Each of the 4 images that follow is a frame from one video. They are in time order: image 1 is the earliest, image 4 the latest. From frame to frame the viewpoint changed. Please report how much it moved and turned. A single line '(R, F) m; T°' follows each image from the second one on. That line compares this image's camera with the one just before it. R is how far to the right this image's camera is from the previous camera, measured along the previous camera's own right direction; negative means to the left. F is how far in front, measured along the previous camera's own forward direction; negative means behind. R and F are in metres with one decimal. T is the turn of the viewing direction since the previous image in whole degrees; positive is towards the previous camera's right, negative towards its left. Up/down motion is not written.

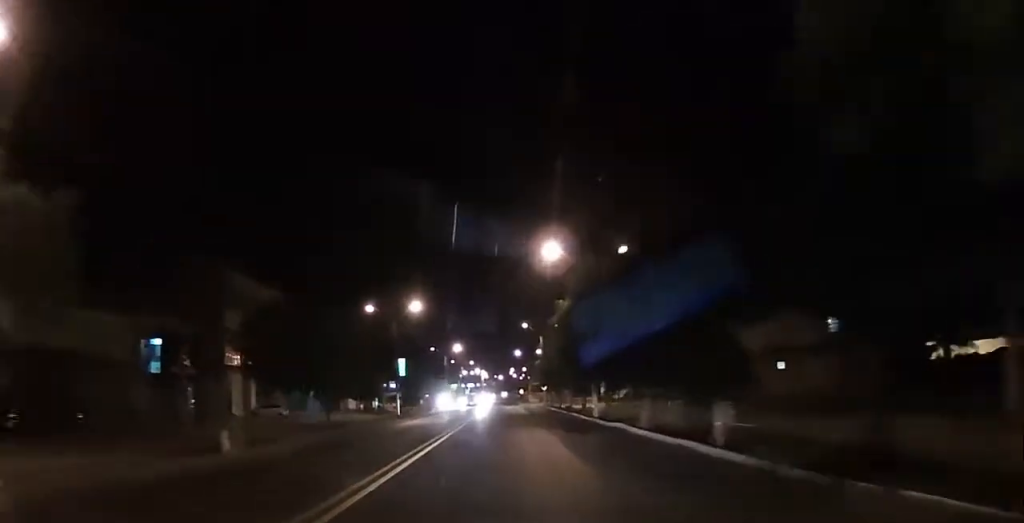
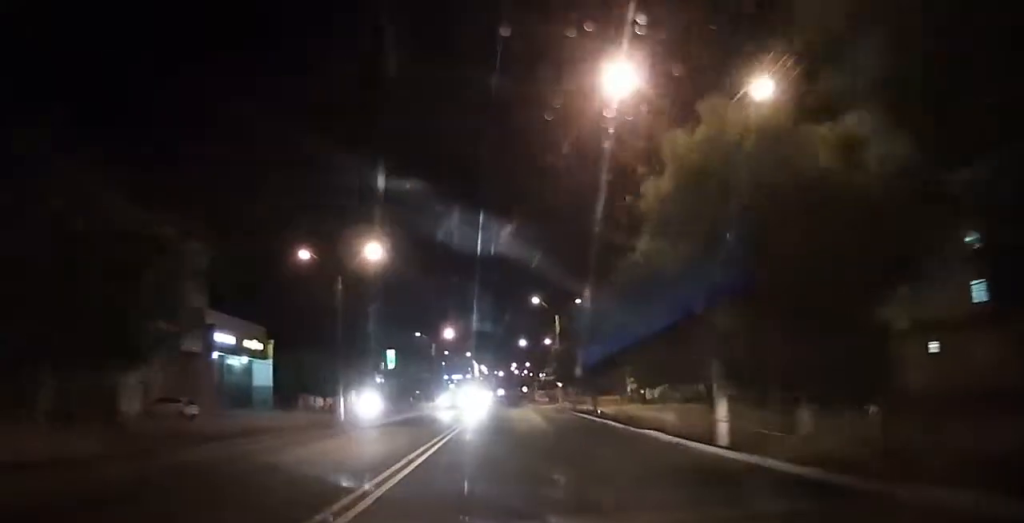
(-0.2, +19.0) m; -2°
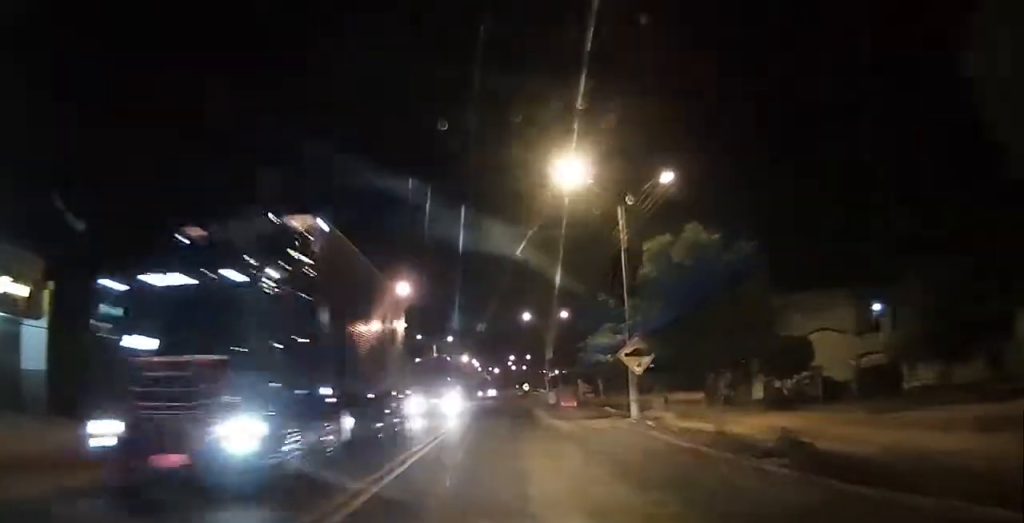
(-0.4, +33.9) m; 0°
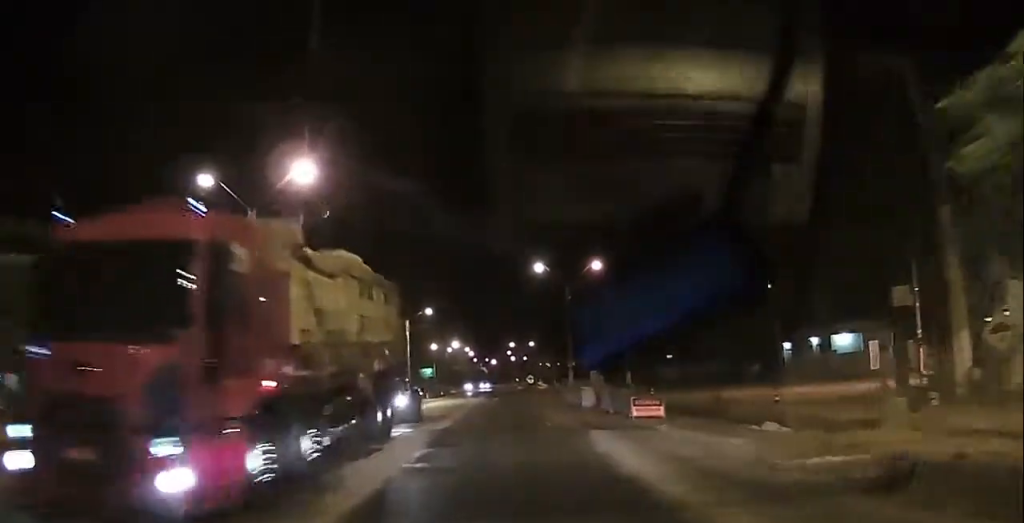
(+0.9, +25.4) m; +2°
